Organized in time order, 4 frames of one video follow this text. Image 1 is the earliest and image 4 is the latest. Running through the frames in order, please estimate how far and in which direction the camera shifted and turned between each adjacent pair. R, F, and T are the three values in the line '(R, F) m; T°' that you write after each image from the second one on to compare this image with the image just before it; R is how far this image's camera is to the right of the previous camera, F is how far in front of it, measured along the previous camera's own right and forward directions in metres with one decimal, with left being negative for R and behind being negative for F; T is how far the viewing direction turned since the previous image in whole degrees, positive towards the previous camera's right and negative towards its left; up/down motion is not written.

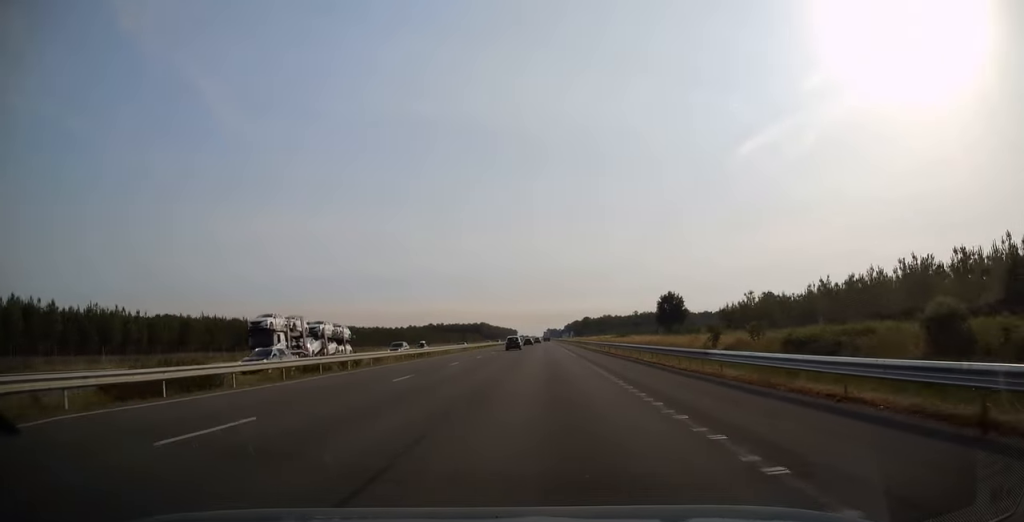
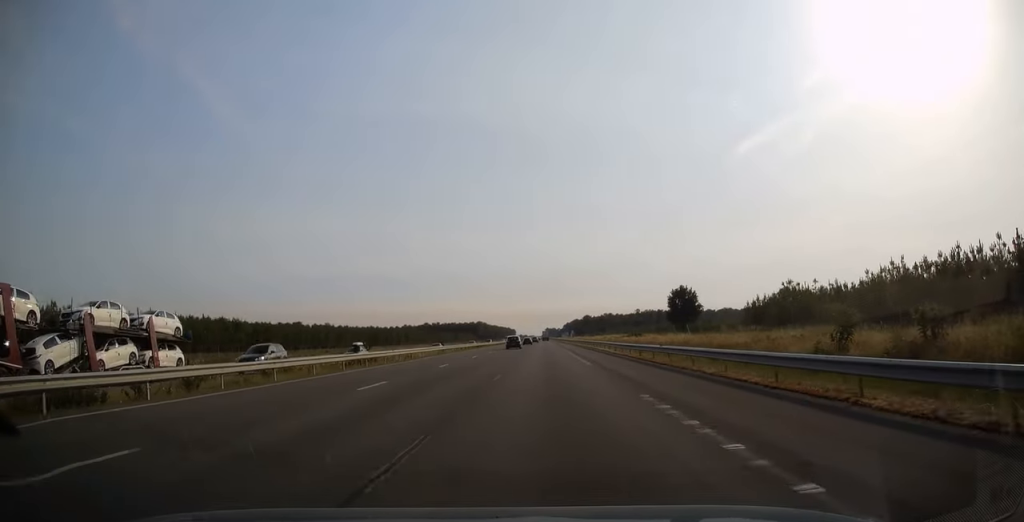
(+0.1, +16.7) m; 0°
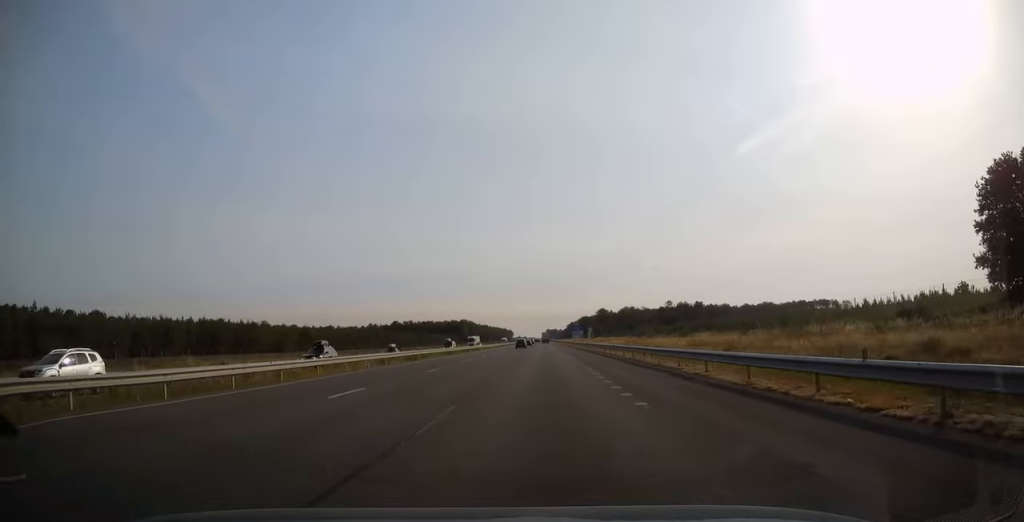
(+0.5, +119.0) m; +1°
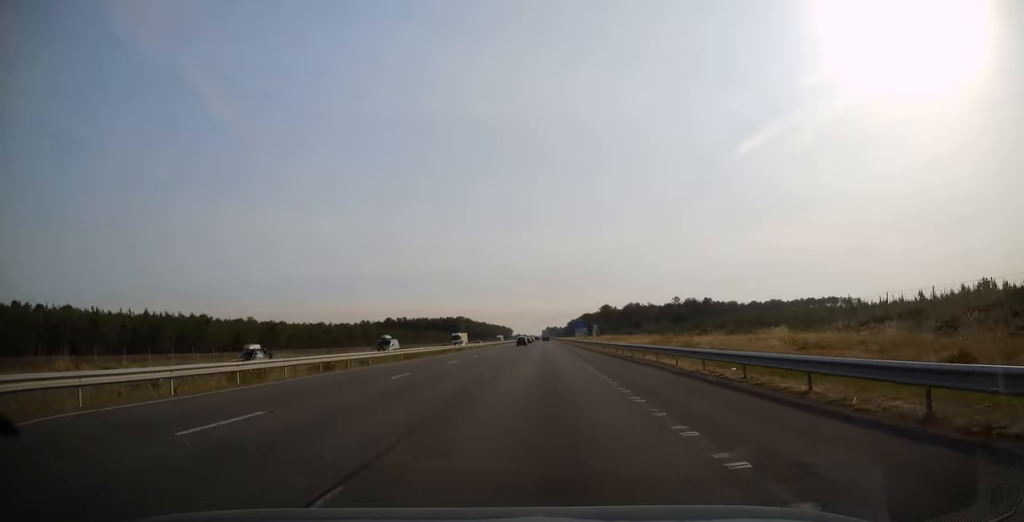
(0.0, +19.7) m; 0°
